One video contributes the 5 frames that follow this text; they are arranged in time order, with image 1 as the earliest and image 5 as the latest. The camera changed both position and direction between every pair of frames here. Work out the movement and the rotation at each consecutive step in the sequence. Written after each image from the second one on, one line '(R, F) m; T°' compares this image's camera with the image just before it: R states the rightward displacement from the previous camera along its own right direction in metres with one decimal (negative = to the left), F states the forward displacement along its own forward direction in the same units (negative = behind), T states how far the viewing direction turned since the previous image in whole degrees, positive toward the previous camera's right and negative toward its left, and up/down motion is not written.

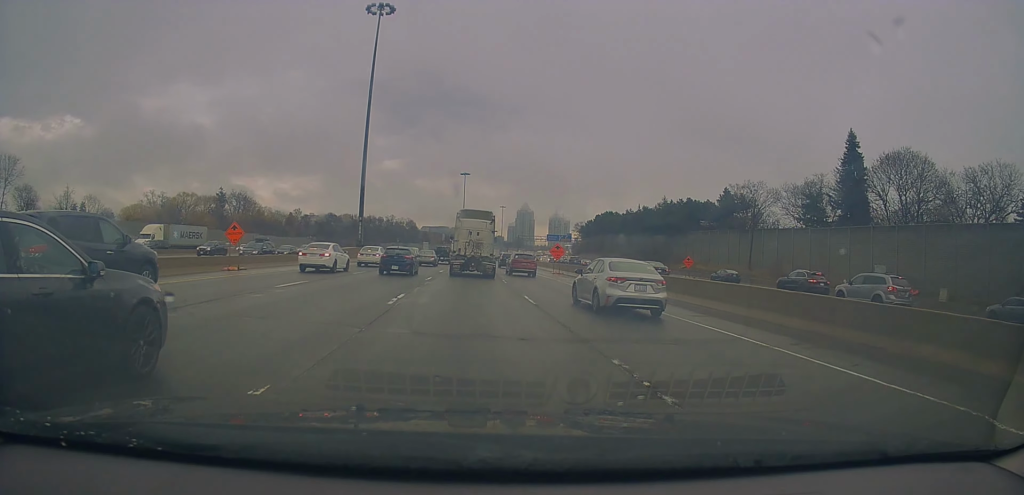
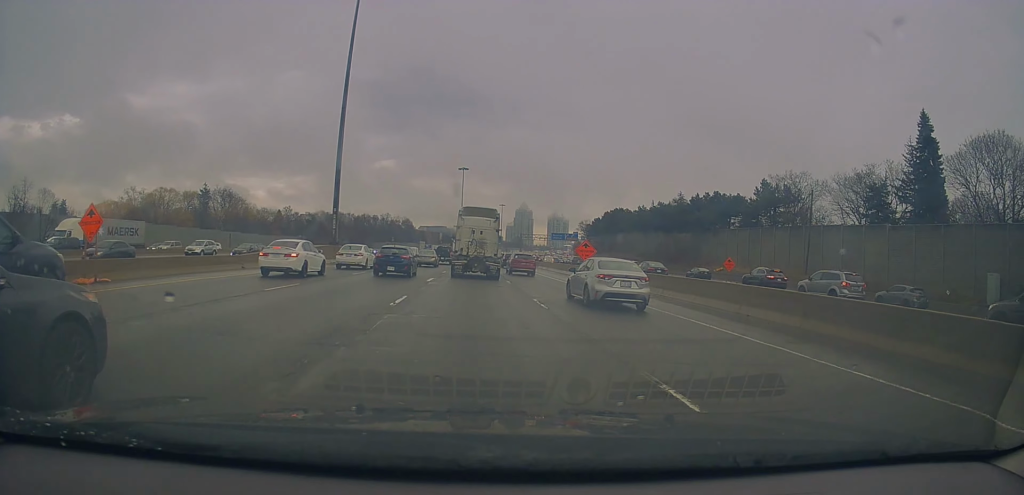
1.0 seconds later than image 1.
(+0.7, +13.3) m; +1°
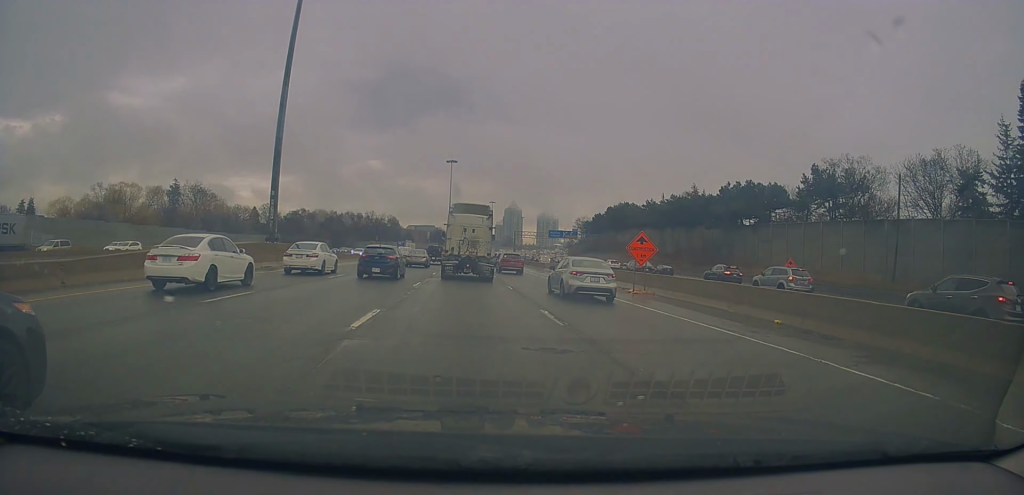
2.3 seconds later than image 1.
(-0.4, +15.5) m; +1°
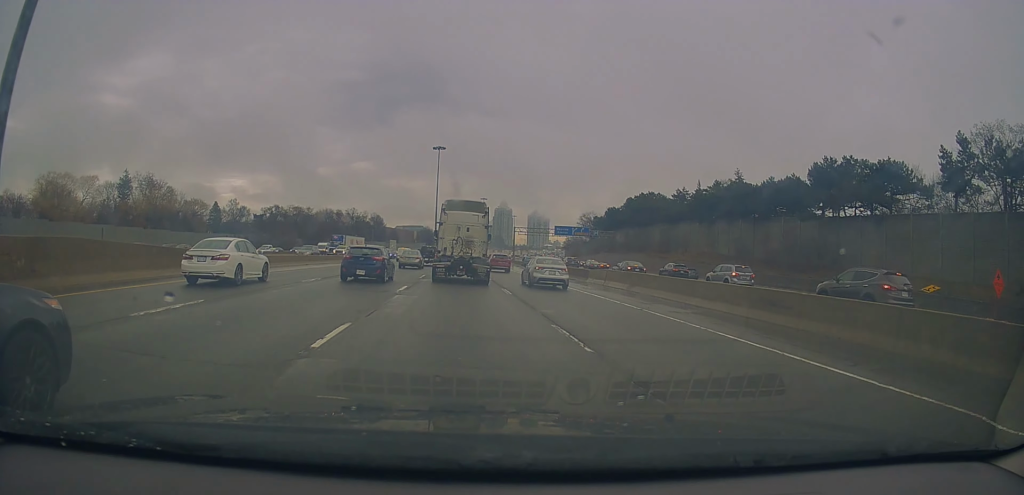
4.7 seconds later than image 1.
(+1.1, +26.4) m; +2°
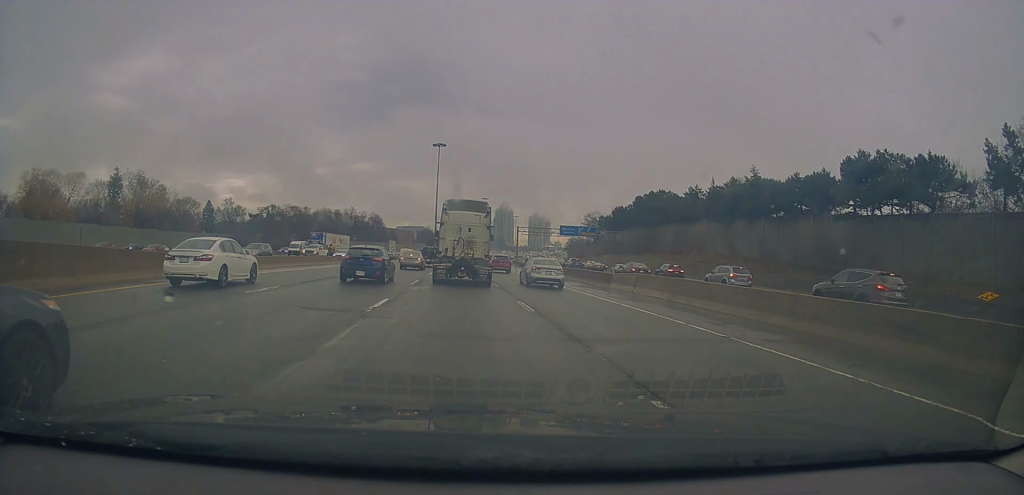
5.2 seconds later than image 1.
(-0.1, +5.5) m; -1°
